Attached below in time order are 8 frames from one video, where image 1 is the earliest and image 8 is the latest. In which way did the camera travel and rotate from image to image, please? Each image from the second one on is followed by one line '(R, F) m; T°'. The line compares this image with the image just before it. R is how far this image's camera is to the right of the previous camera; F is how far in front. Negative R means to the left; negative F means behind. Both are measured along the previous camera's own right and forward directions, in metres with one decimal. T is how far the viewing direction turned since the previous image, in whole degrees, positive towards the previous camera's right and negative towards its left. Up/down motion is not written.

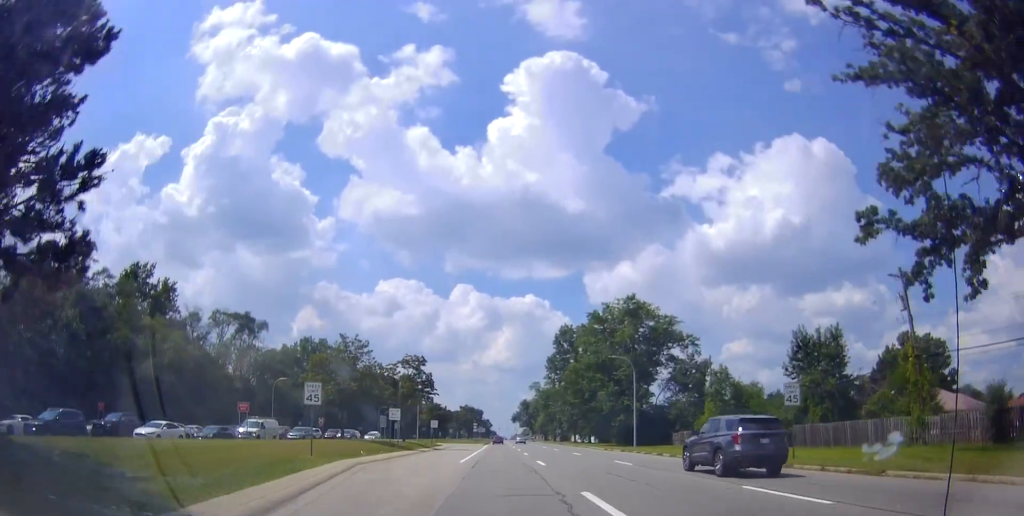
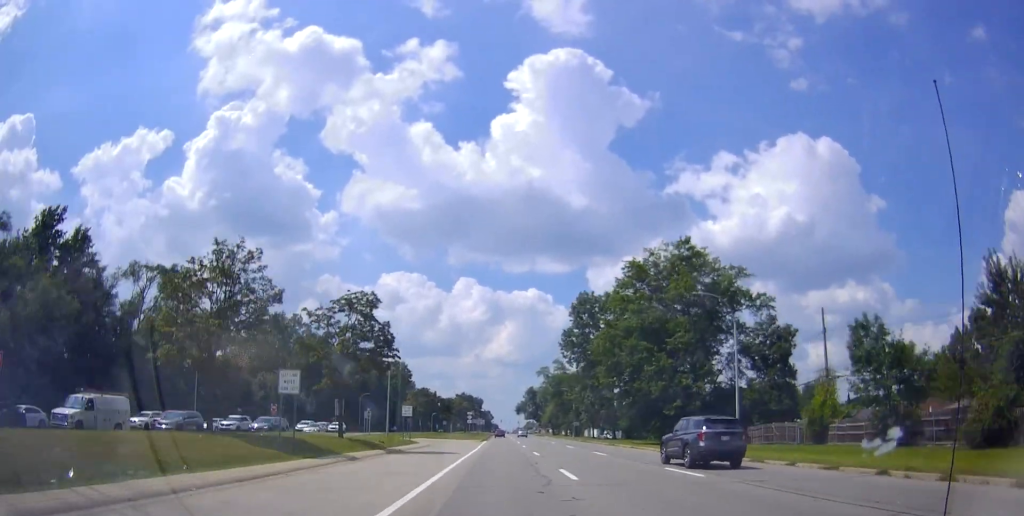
(-0.1, +24.6) m; 0°
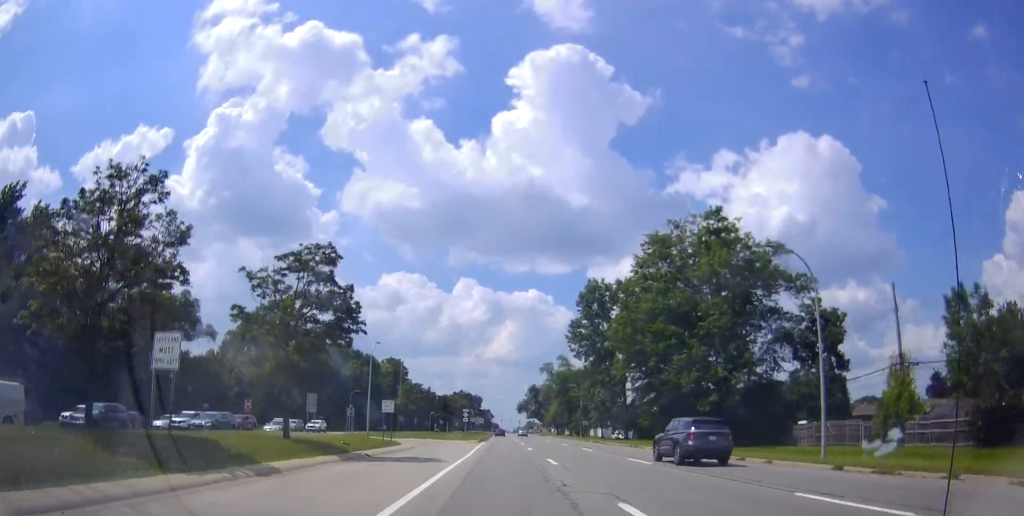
(0.0, +9.2) m; 0°
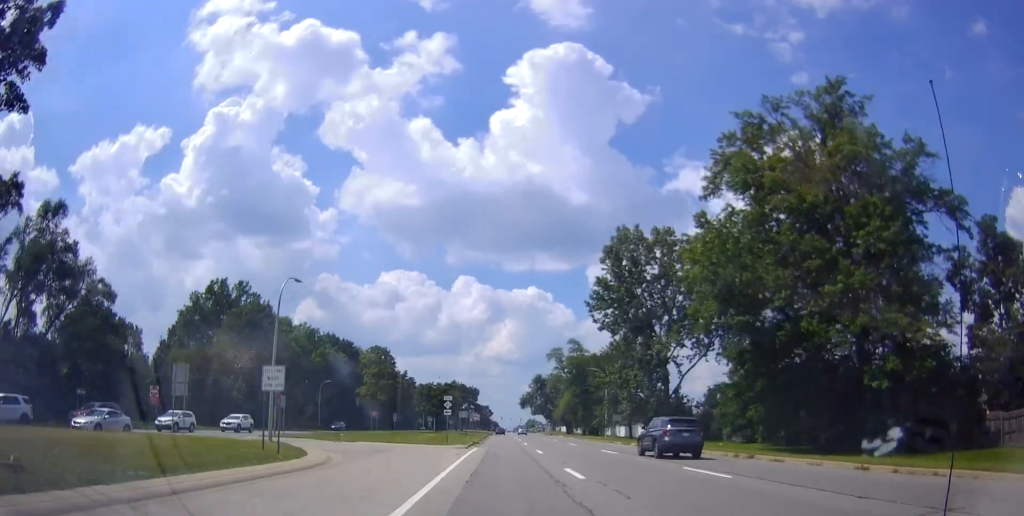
(0.0, +22.8) m; +1°
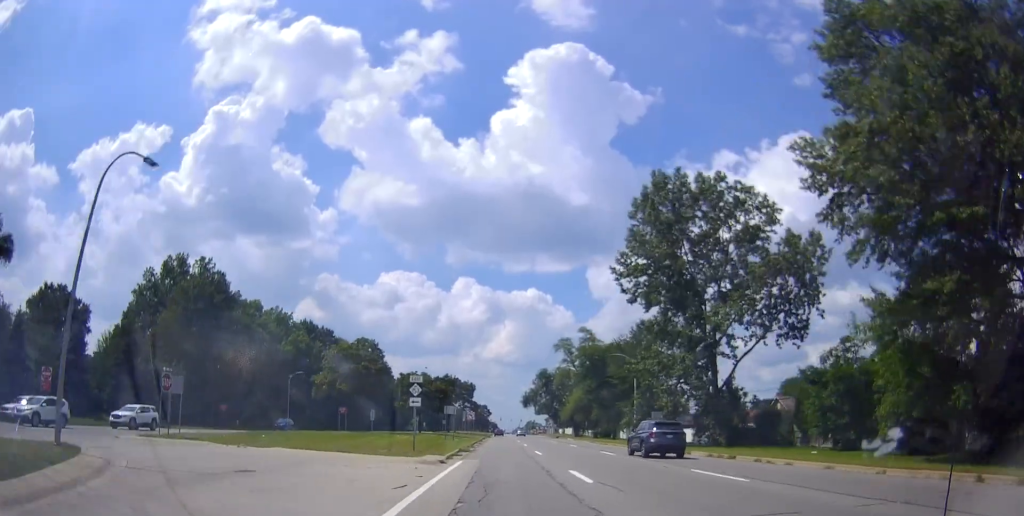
(+0.1, +16.3) m; +1°
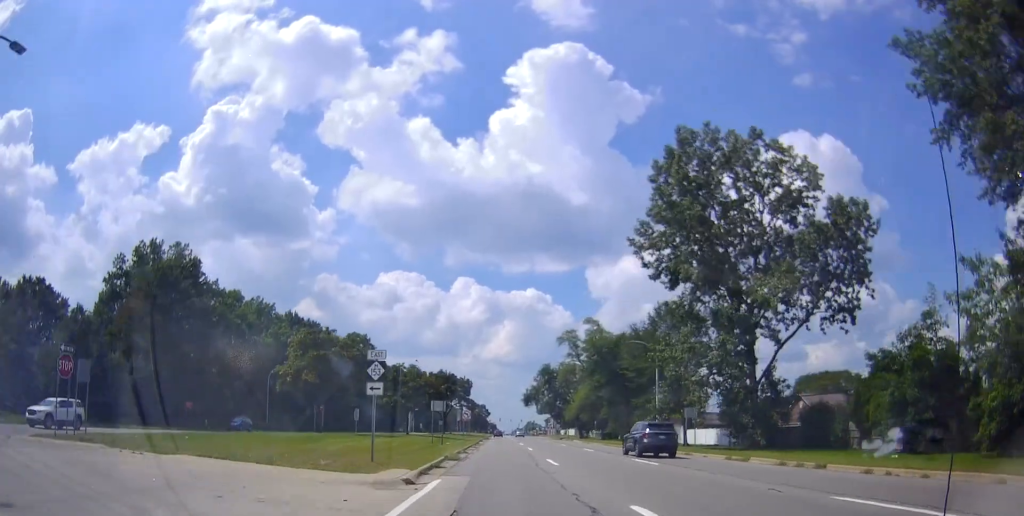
(+0.2, +8.5) m; 0°
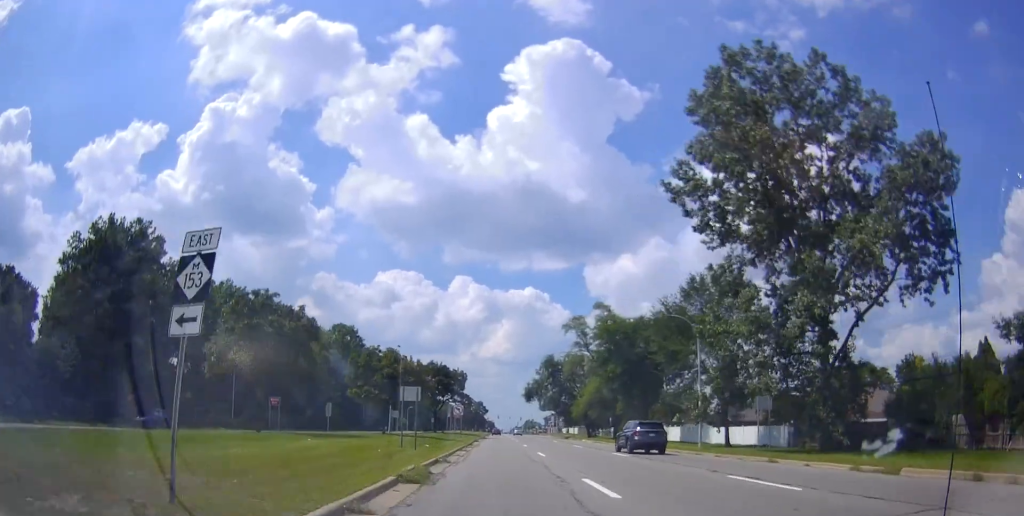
(+0.1, +11.3) m; 0°
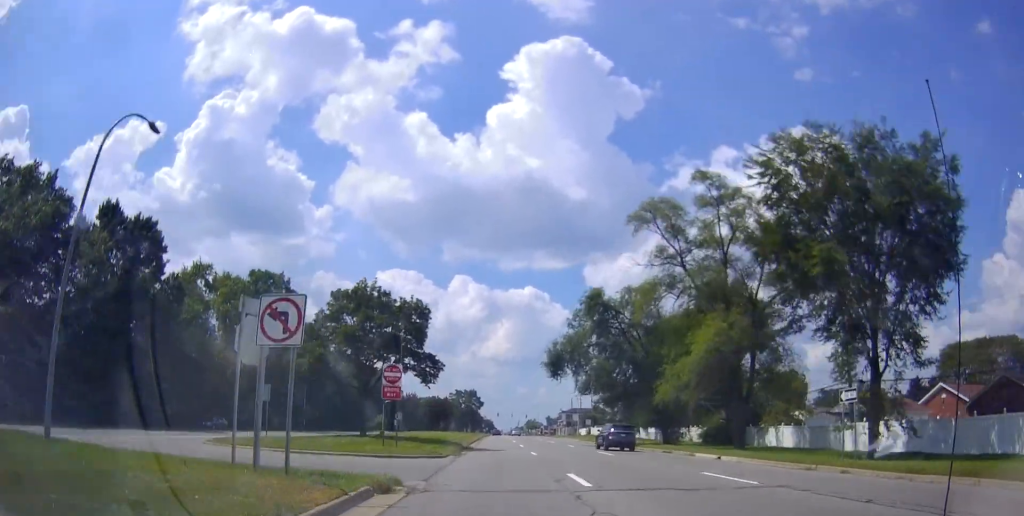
(-0.1, +45.4) m; 0°
